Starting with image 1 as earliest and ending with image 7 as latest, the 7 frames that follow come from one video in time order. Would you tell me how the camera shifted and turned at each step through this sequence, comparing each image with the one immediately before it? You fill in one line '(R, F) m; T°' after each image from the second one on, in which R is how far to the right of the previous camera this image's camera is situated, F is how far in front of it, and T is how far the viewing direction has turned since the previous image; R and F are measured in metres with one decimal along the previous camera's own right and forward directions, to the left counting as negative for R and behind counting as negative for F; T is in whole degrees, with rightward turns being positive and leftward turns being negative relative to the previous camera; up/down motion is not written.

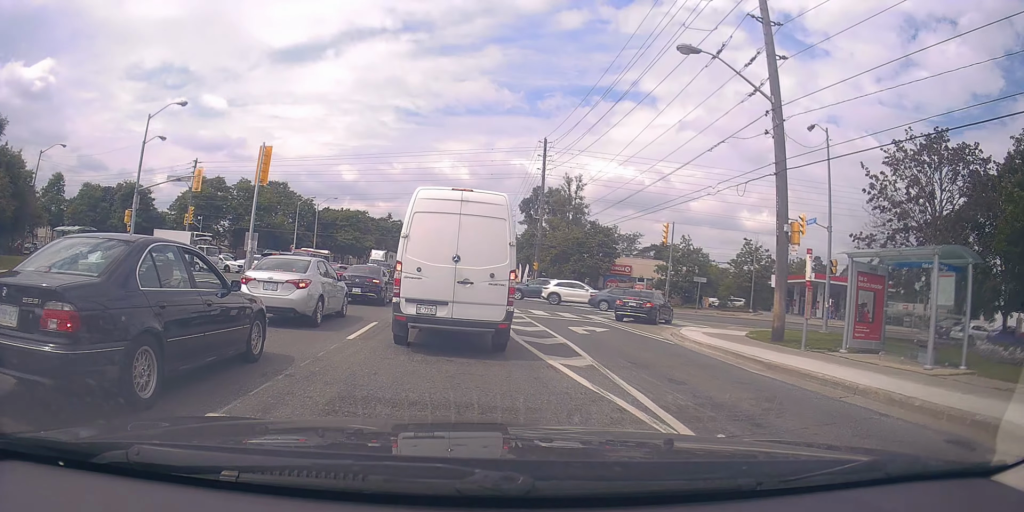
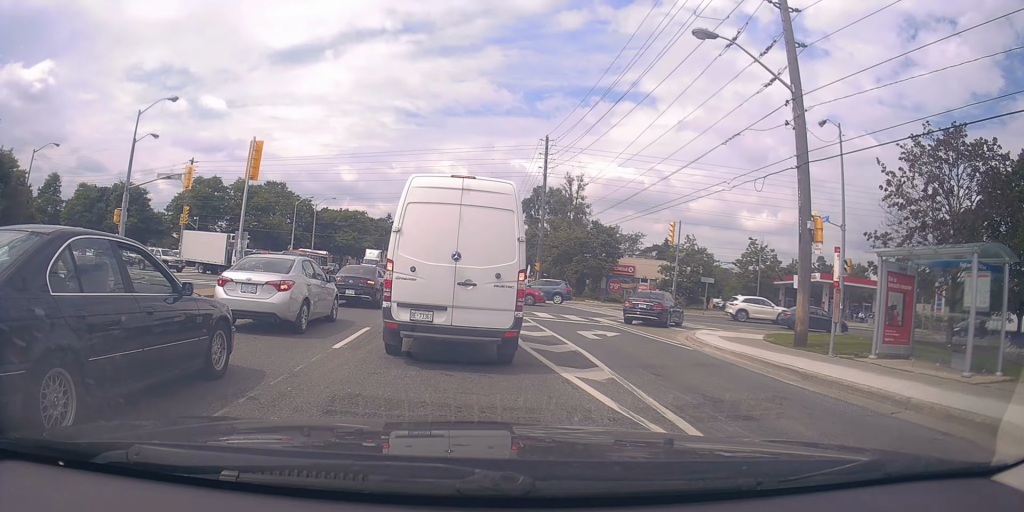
(+0.1, +1.6) m; +2°
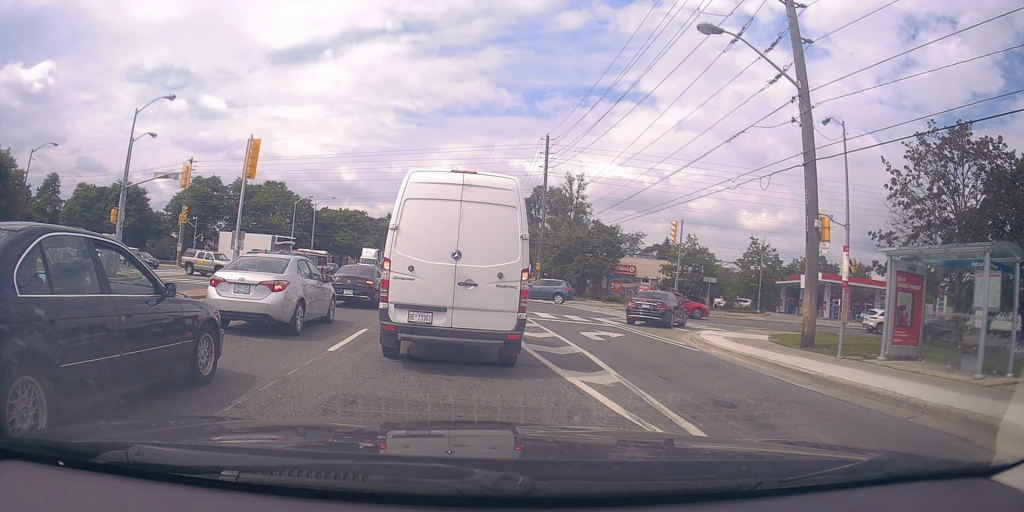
(0.0, +0.6) m; 0°
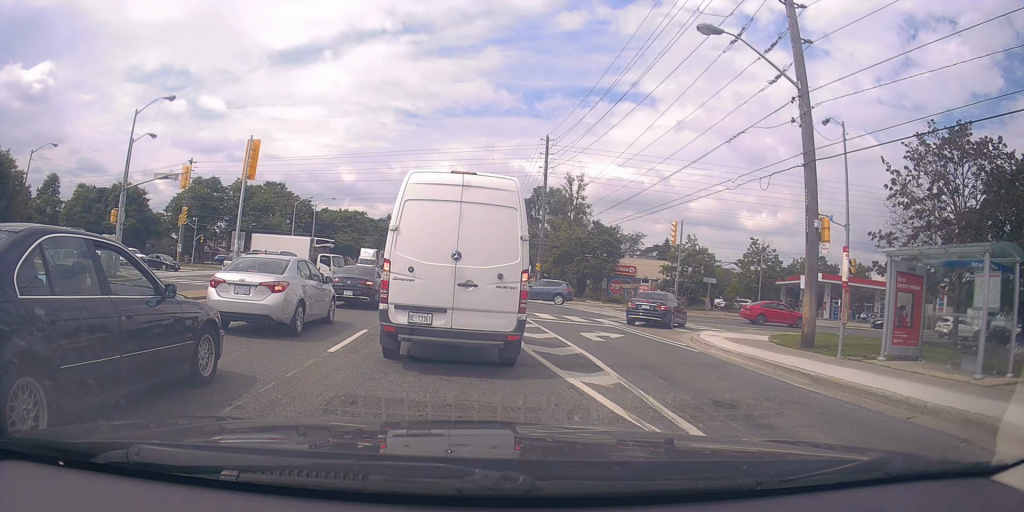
(0.0, 0.0) m; 0°
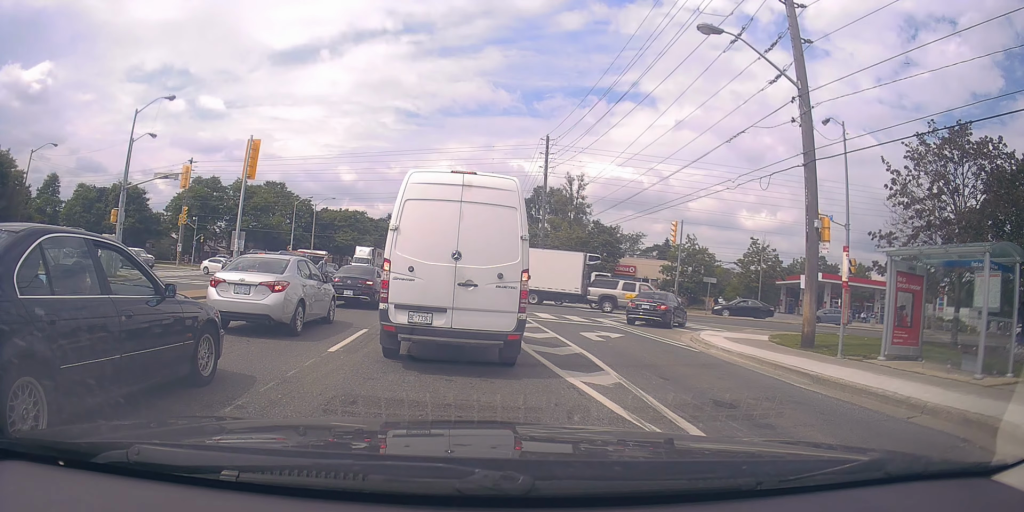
(0.0, 0.0) m; 0°
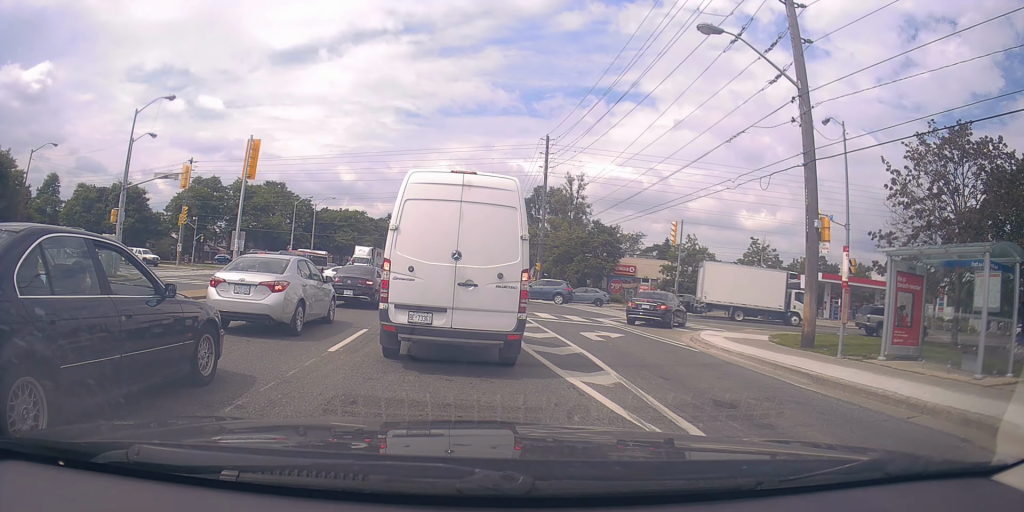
(0.0, 0.0) m; 0°
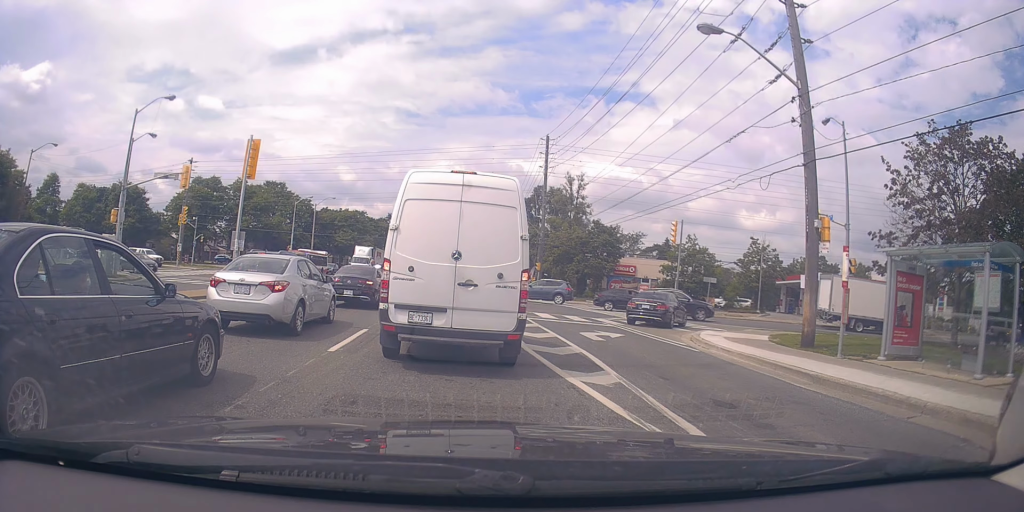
(0.0, 0.0) m; 0°
